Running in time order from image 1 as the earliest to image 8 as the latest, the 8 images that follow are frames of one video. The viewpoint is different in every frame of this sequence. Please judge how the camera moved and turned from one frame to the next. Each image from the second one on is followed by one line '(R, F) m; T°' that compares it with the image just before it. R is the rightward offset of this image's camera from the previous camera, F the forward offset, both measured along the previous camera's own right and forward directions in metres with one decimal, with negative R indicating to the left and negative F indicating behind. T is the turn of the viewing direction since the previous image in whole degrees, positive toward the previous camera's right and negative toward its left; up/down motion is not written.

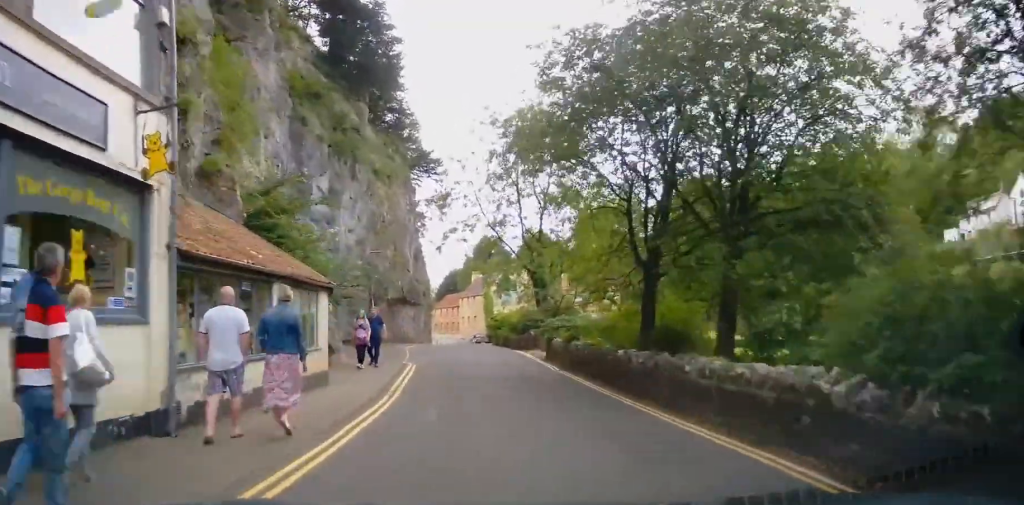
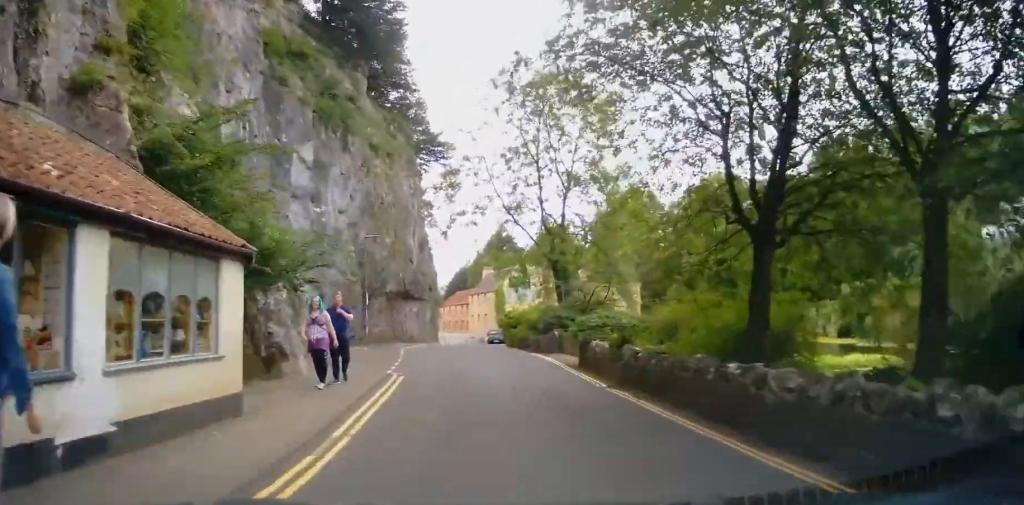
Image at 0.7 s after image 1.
(+0.1, +5.7) m; -3°
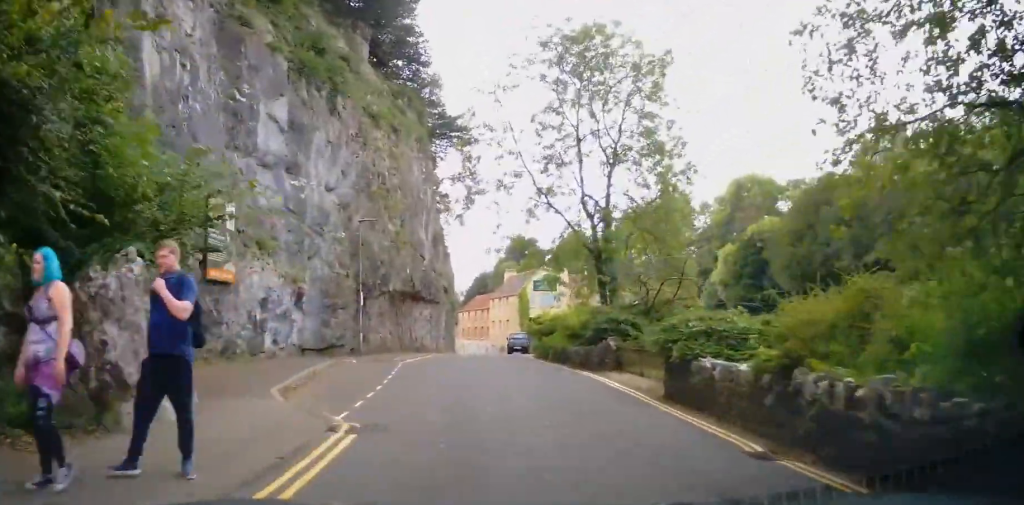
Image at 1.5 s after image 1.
(-0.7, +7.0) m; -6°
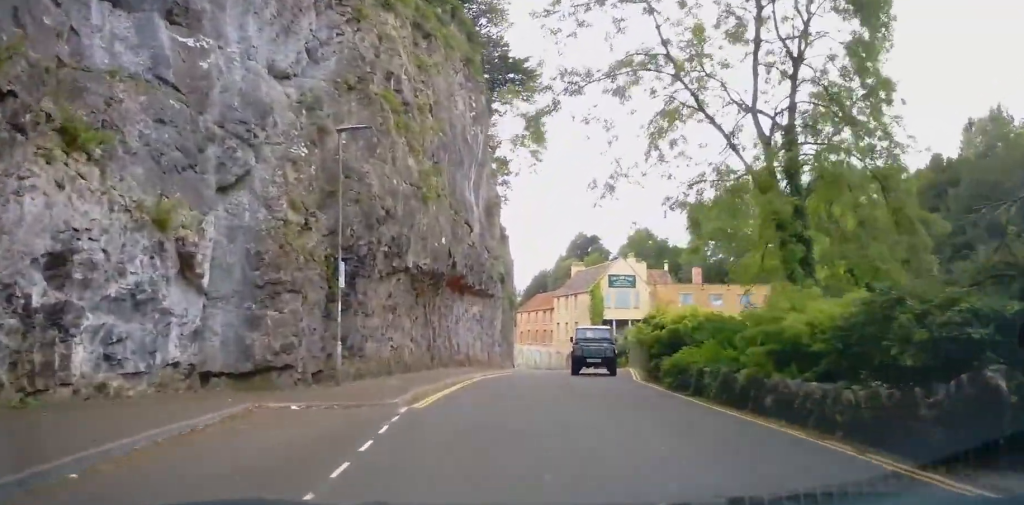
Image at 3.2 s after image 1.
(+0.5, +13.2) m; +6°
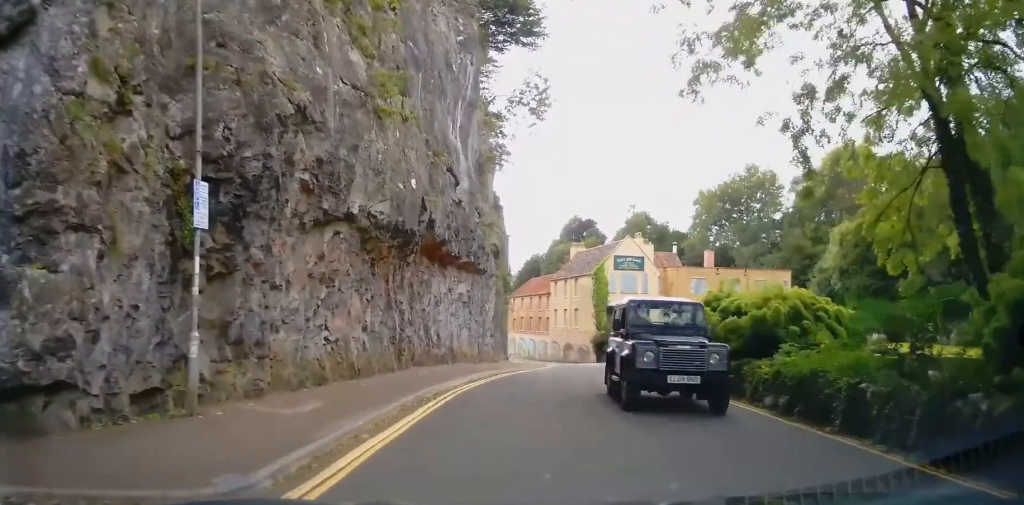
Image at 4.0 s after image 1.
(+0.2, +6.9) m; -1°
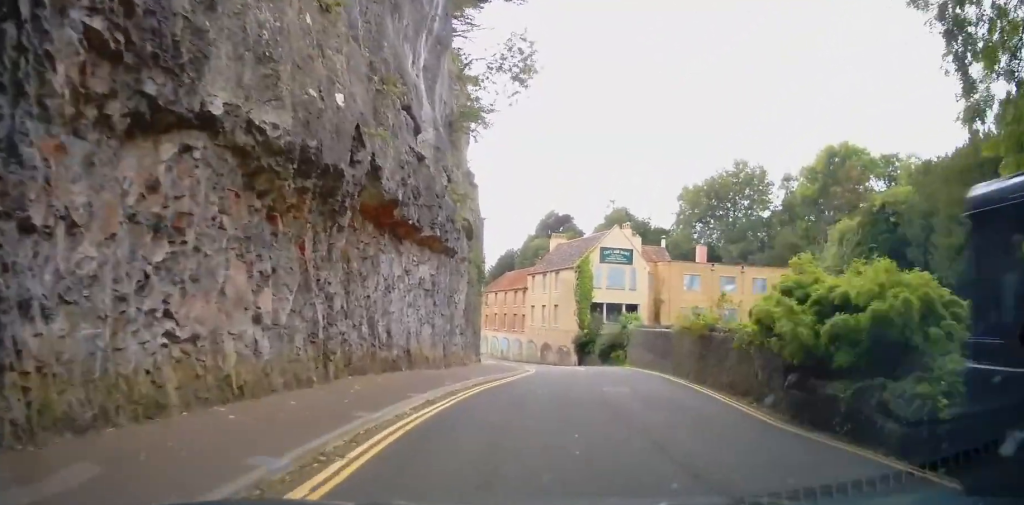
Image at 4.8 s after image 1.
(-0.1, +5.6) m; -1°
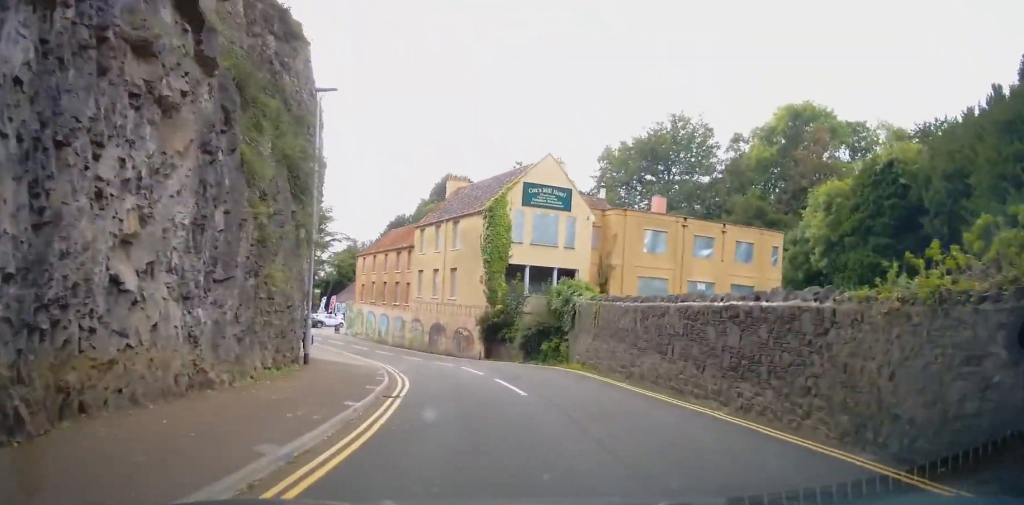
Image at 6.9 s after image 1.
(+1.6, +16.2) m; +11°
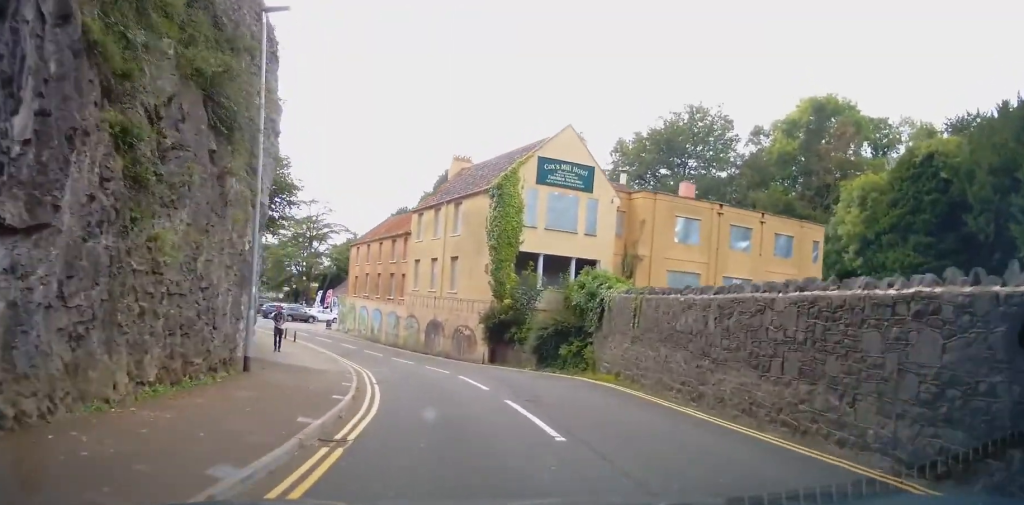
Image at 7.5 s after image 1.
(0.0, +5.0) m; 0°
